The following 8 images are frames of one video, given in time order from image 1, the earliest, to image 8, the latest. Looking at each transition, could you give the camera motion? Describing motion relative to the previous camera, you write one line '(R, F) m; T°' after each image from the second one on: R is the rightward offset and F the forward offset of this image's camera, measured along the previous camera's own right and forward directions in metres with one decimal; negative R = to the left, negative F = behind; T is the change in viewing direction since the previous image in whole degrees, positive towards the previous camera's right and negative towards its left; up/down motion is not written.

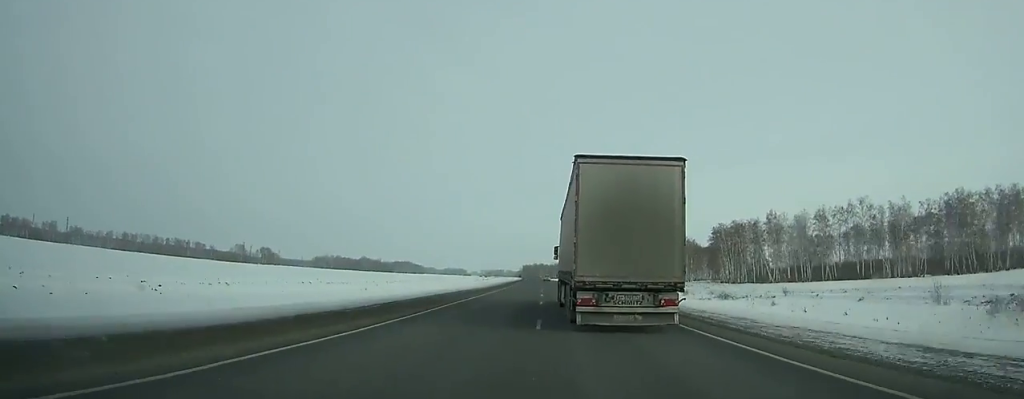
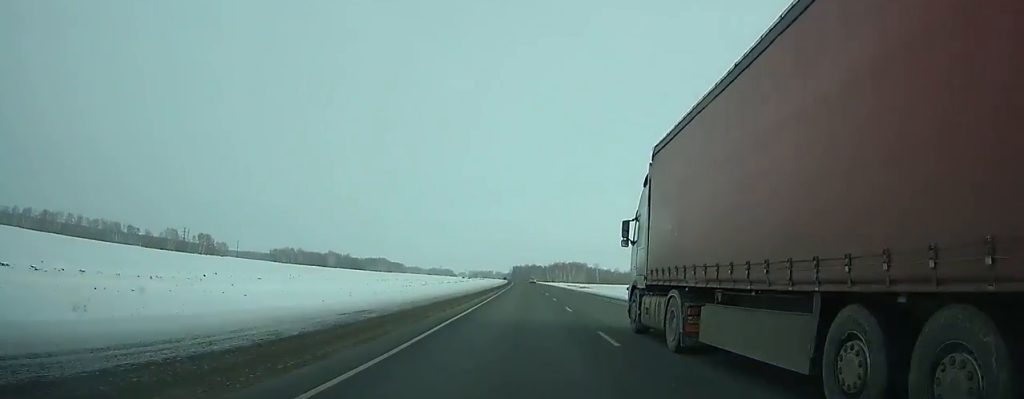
(+0.5, +113.5) m; +1°
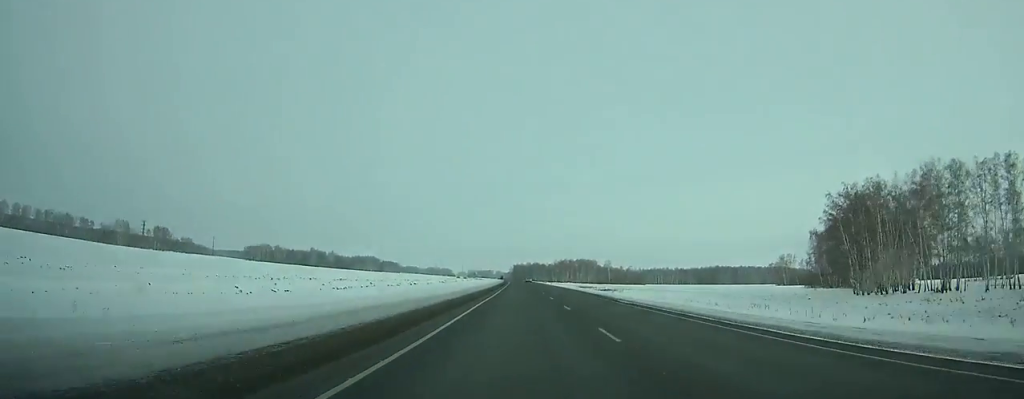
(+0.1, +73.1) m; 0°
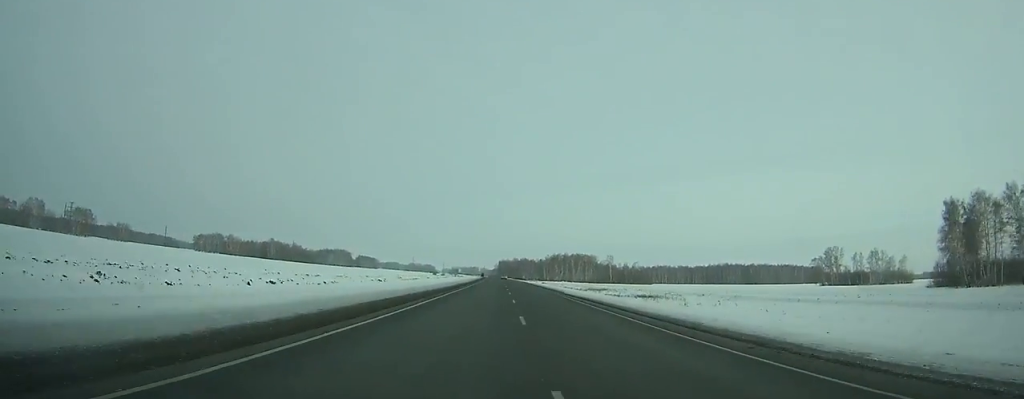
(0.0, +79.1) m; -1°
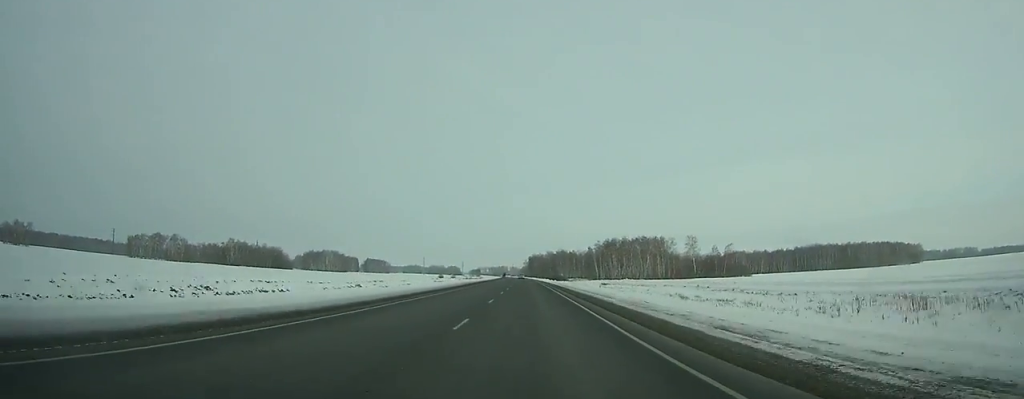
(-2.8, +148.4) m; -2°
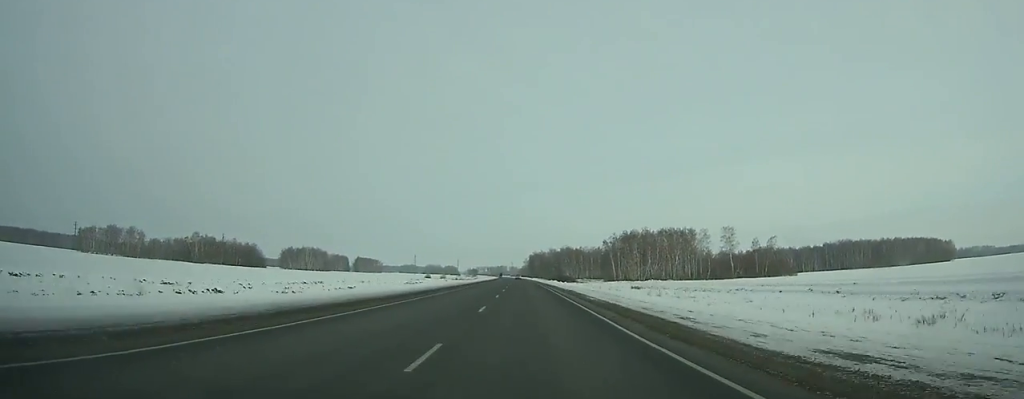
(-0.3, +54.6) m; 0°
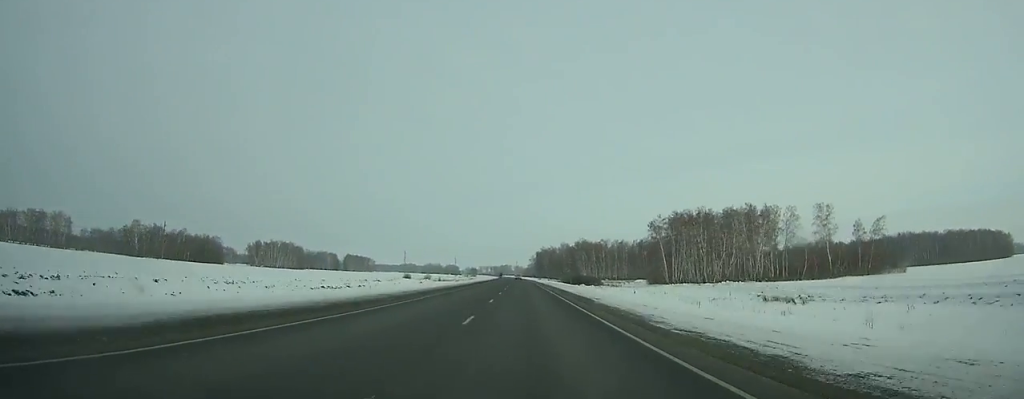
(-0.2, +77.7) m; 0°
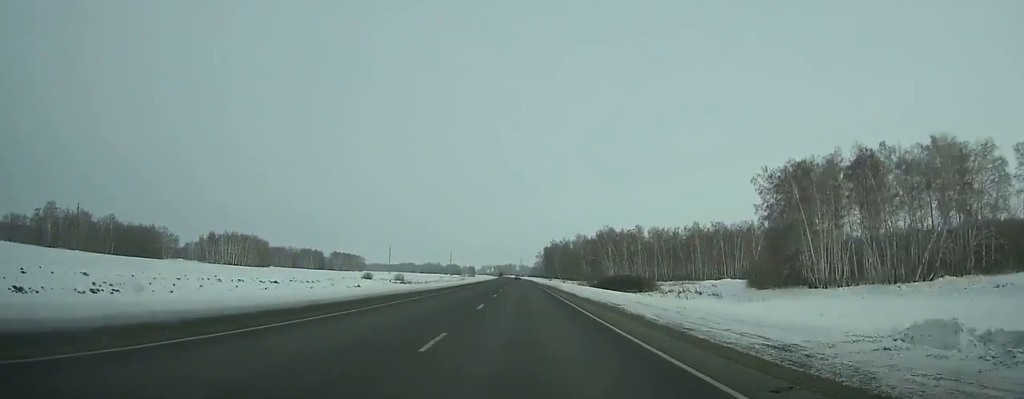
(-0.2, +78.4) m; 0°
